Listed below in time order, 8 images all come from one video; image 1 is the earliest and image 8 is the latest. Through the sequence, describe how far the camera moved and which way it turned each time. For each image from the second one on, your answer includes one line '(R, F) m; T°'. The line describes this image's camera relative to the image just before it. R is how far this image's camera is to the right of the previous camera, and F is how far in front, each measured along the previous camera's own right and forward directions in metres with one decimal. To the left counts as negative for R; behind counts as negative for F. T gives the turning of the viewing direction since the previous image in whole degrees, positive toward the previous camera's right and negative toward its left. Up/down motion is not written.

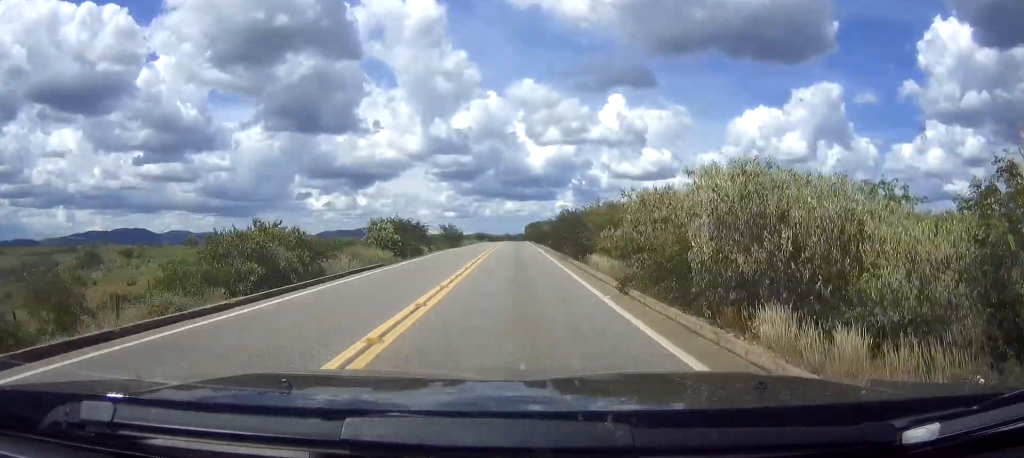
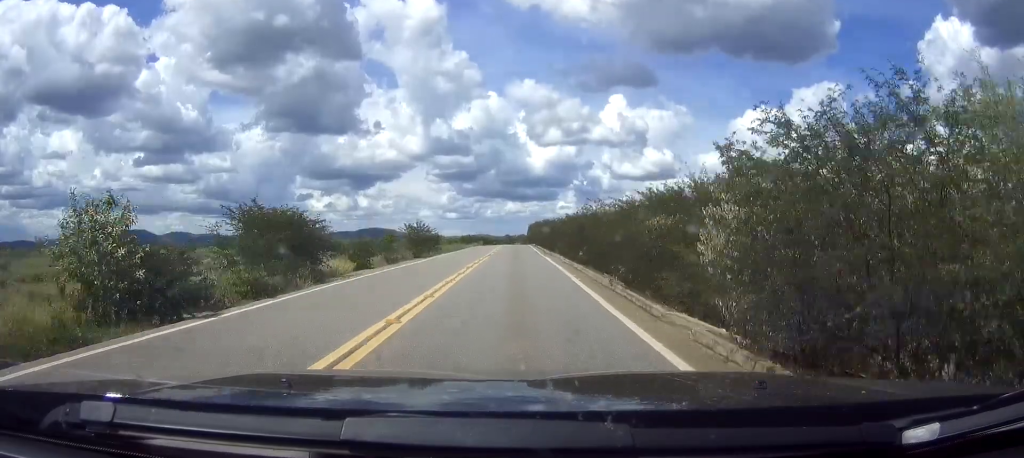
(0.0, +27.0) m; 0°
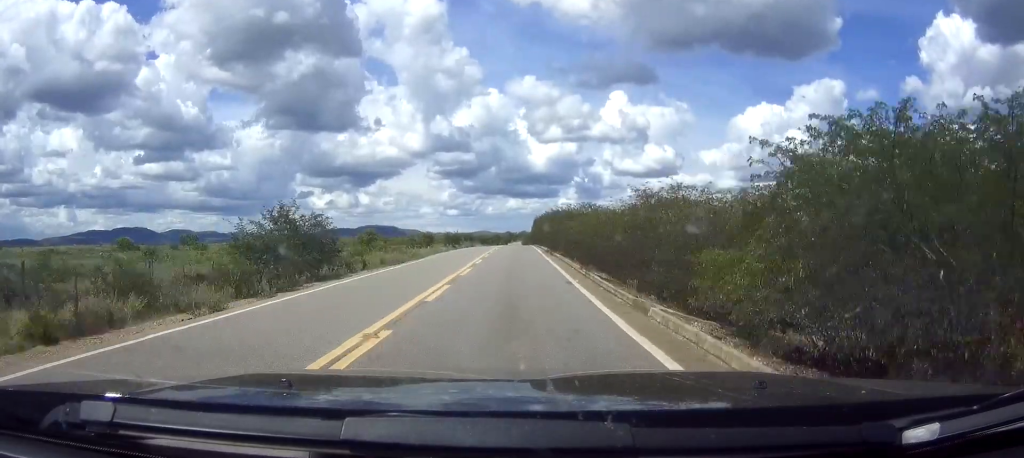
(0.0, +34.1) m; 0°
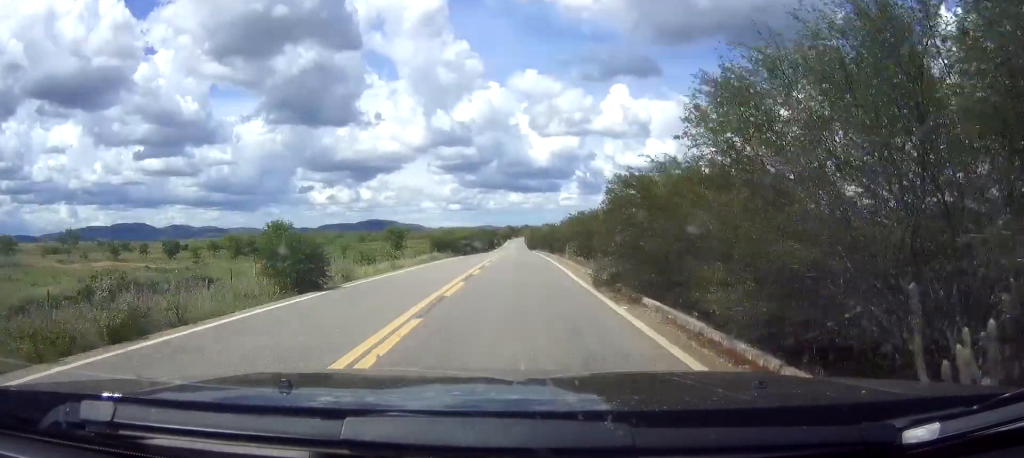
(-0.1, +74.9) m; 0°
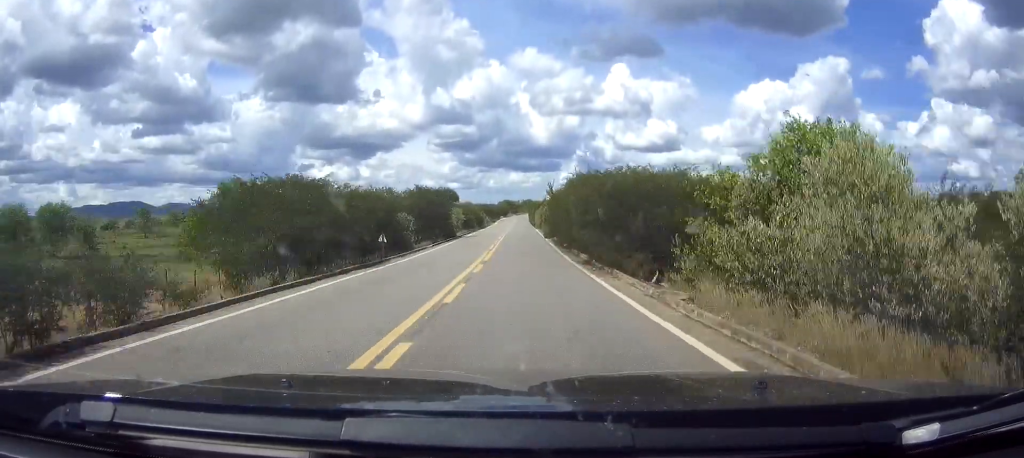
(+0.1, +106.2) m; 0°
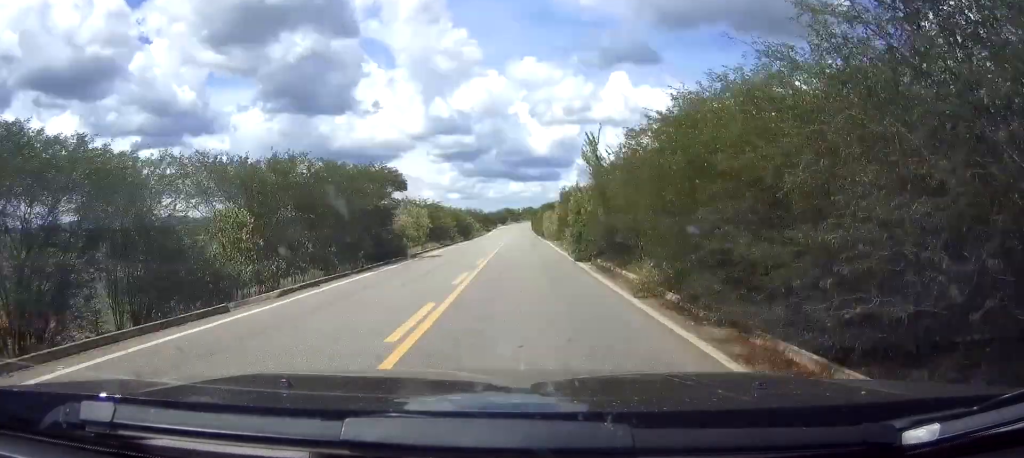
(0.0, +29.0) m; 0°
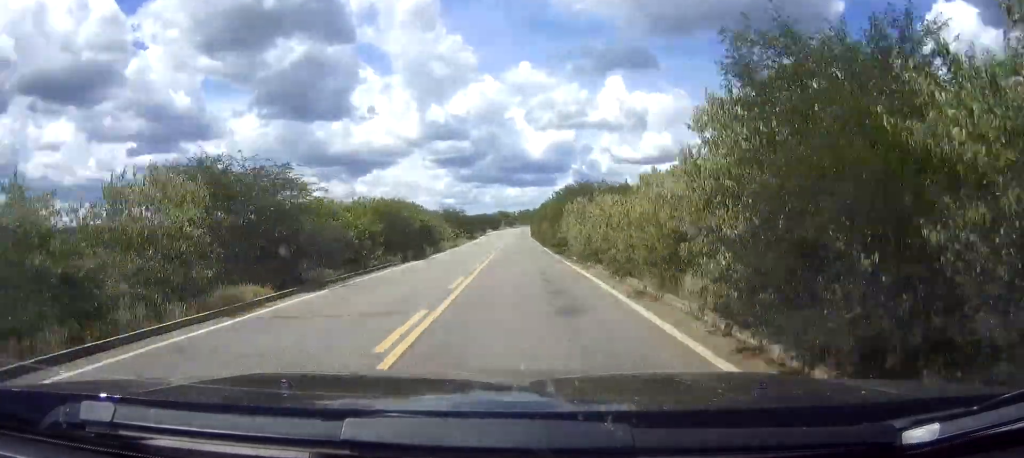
(-0.1, +34.3) m; 0°
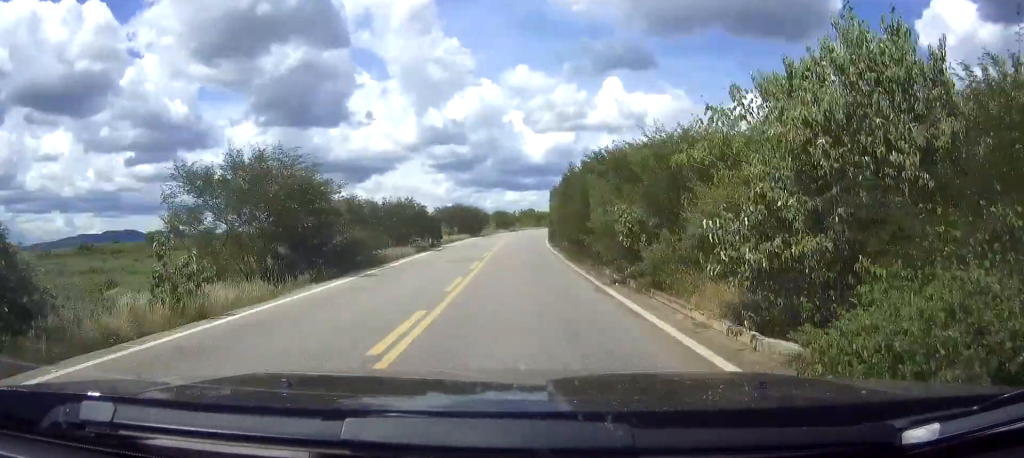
(+0.4, +68.6) m; +1°
